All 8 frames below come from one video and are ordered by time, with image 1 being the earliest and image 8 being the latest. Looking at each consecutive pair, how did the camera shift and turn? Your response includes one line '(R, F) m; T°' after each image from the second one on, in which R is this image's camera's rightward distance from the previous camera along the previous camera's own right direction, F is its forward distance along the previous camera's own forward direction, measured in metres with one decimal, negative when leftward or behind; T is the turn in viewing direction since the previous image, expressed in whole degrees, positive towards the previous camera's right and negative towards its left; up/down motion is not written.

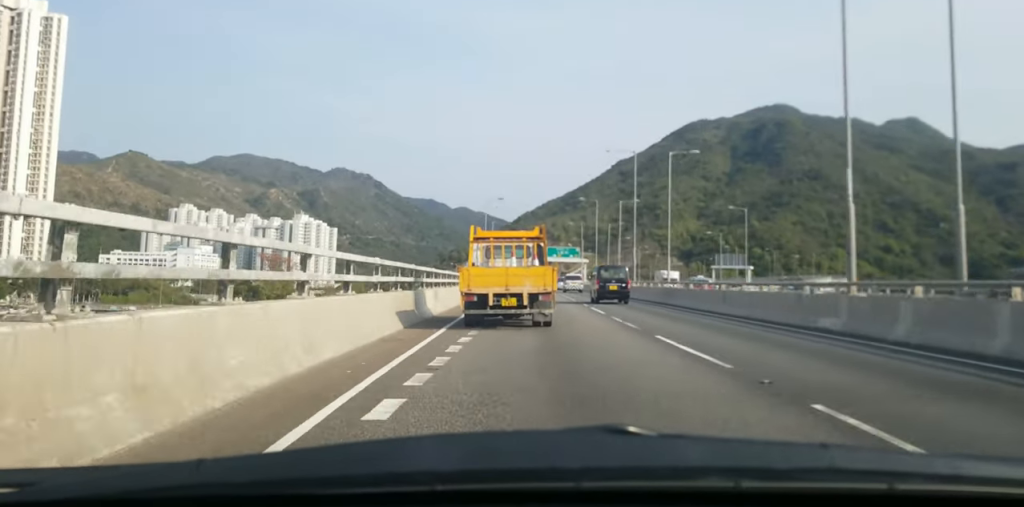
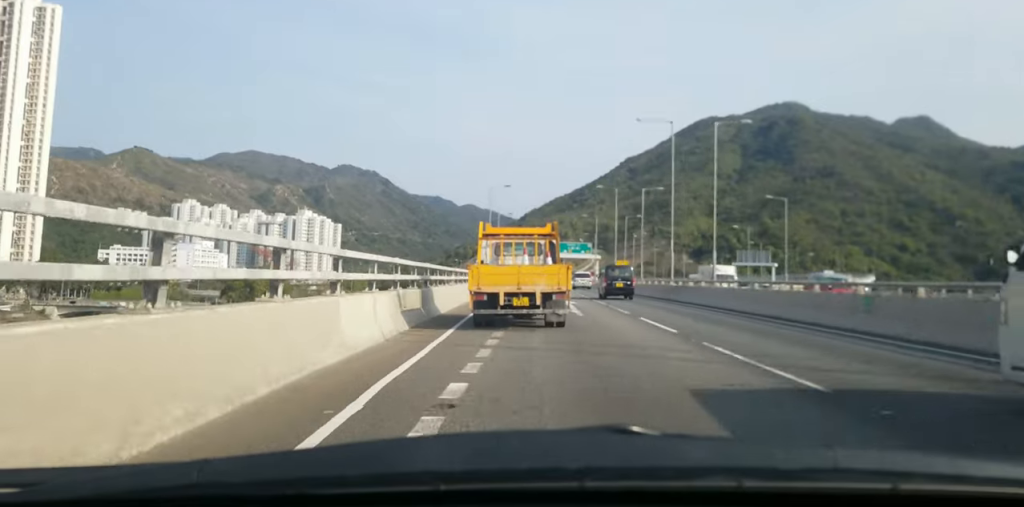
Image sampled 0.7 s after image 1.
(+0.3, +11.1) m; -1°
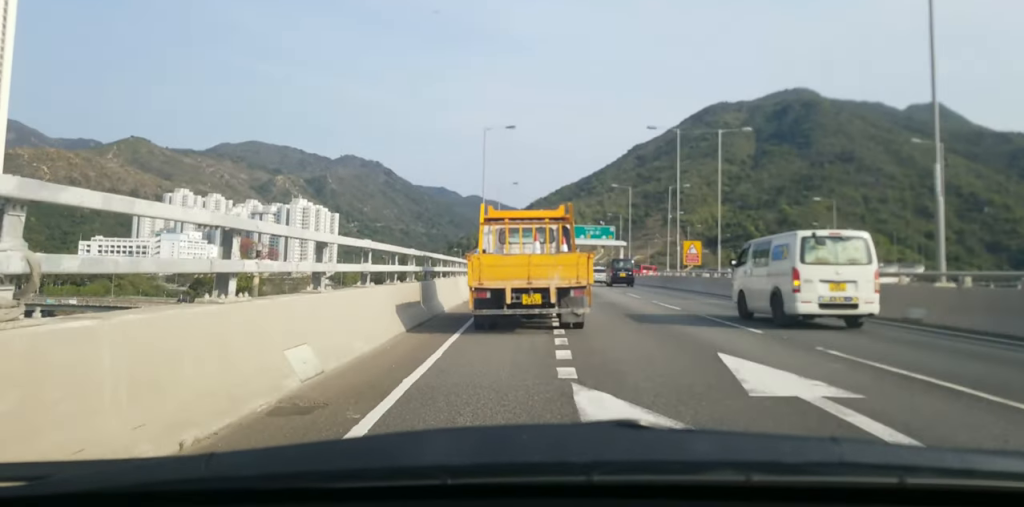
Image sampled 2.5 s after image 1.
(-0.8, +29.9) m; -1°
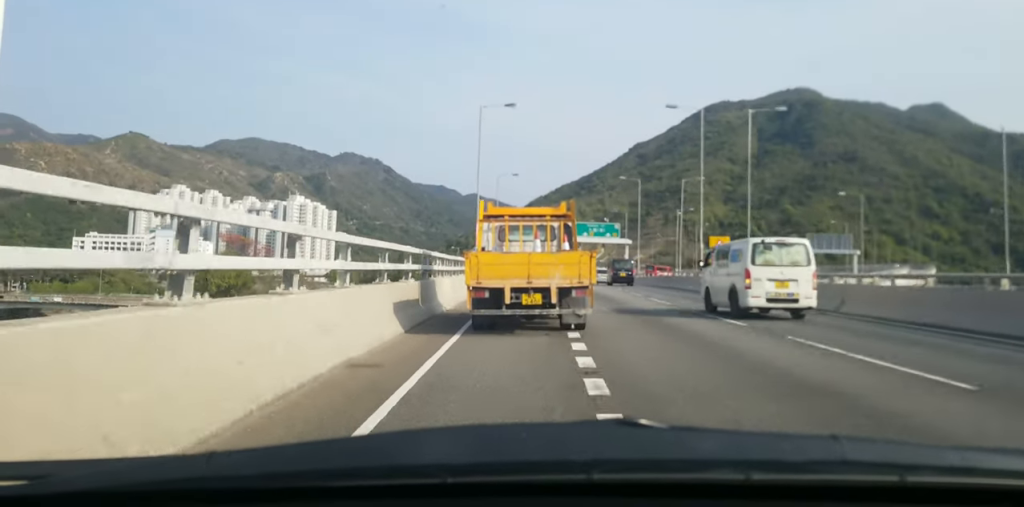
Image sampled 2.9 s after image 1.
(0.0, +6.4) m; 0°
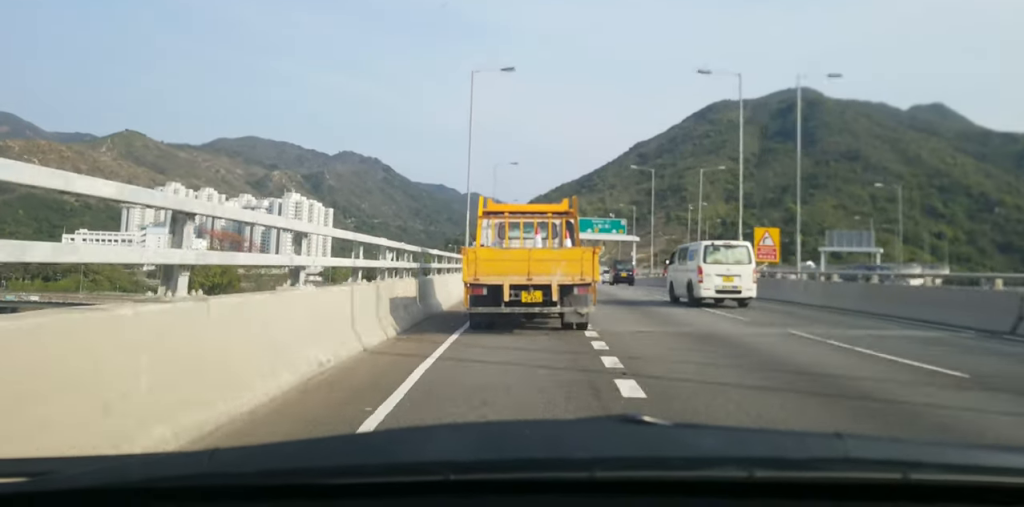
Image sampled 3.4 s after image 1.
(0.0, +8.2) m; 0°
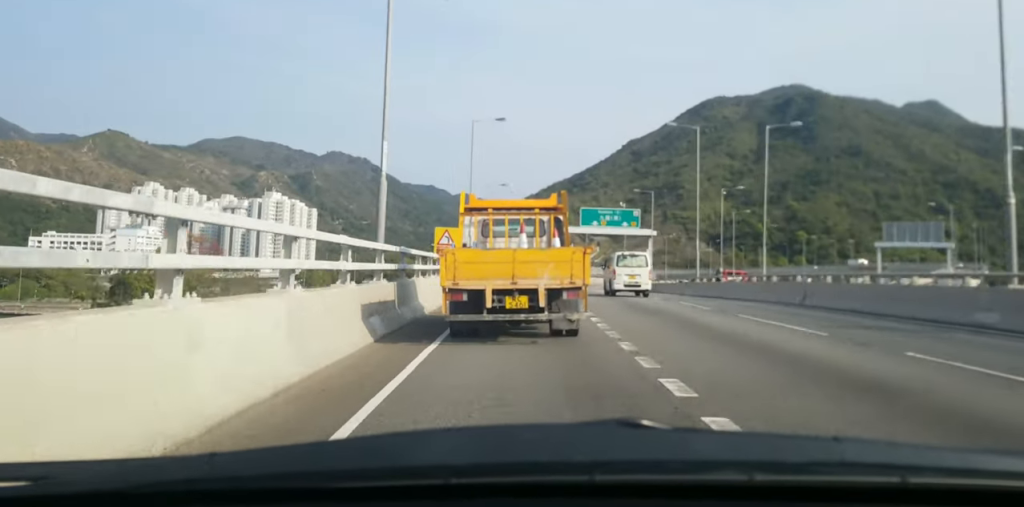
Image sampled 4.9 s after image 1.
(0.0, +22.2) m; +1°
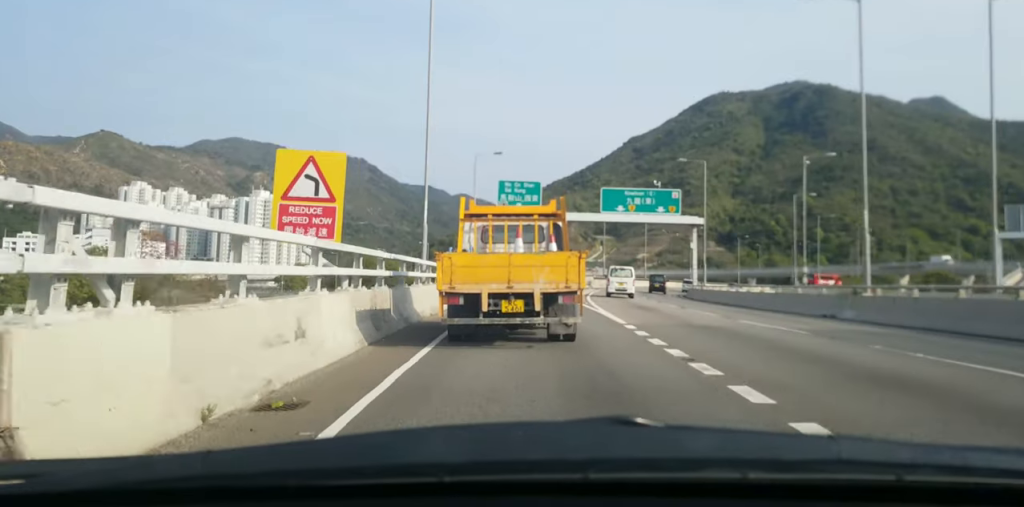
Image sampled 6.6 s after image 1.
(+0.5, +24.4) m; +1°
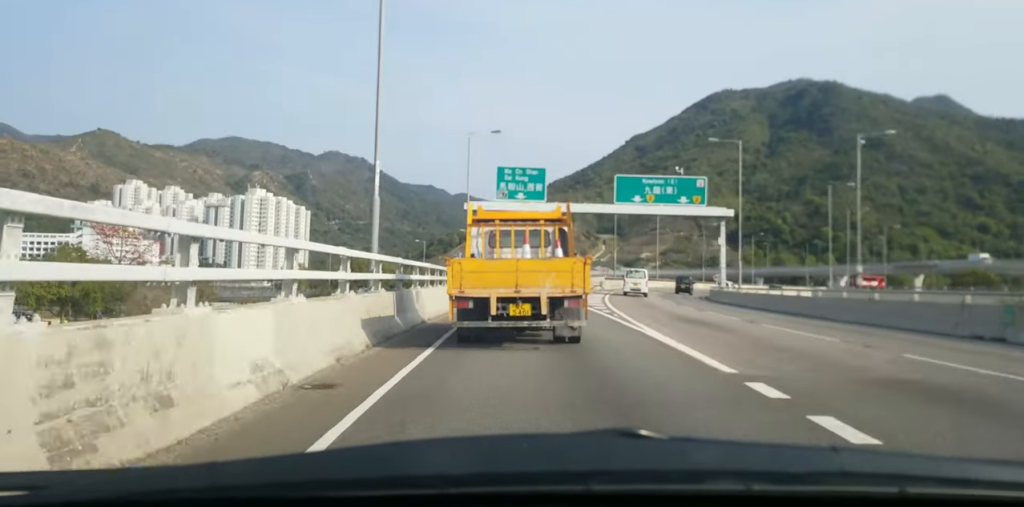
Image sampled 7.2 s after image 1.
(0.0, +9.0) m; 0°
